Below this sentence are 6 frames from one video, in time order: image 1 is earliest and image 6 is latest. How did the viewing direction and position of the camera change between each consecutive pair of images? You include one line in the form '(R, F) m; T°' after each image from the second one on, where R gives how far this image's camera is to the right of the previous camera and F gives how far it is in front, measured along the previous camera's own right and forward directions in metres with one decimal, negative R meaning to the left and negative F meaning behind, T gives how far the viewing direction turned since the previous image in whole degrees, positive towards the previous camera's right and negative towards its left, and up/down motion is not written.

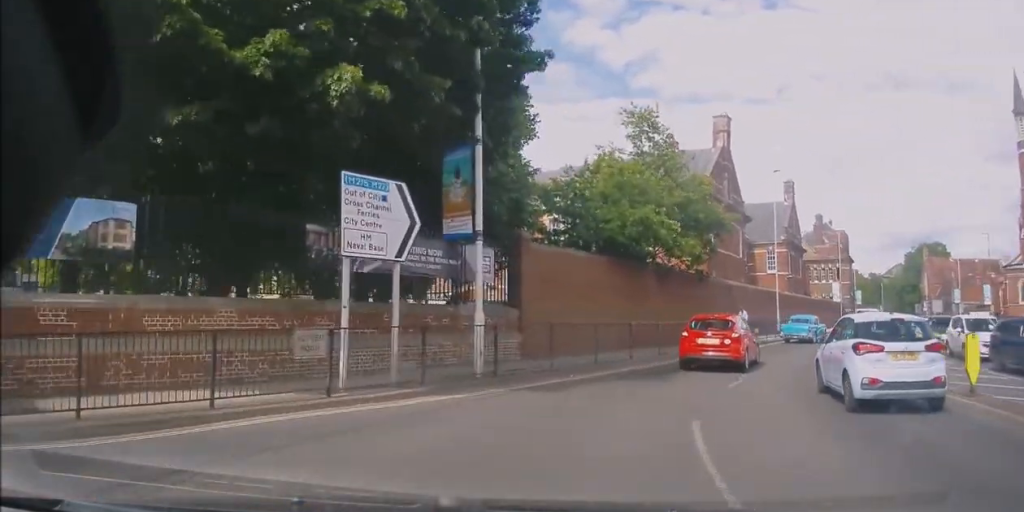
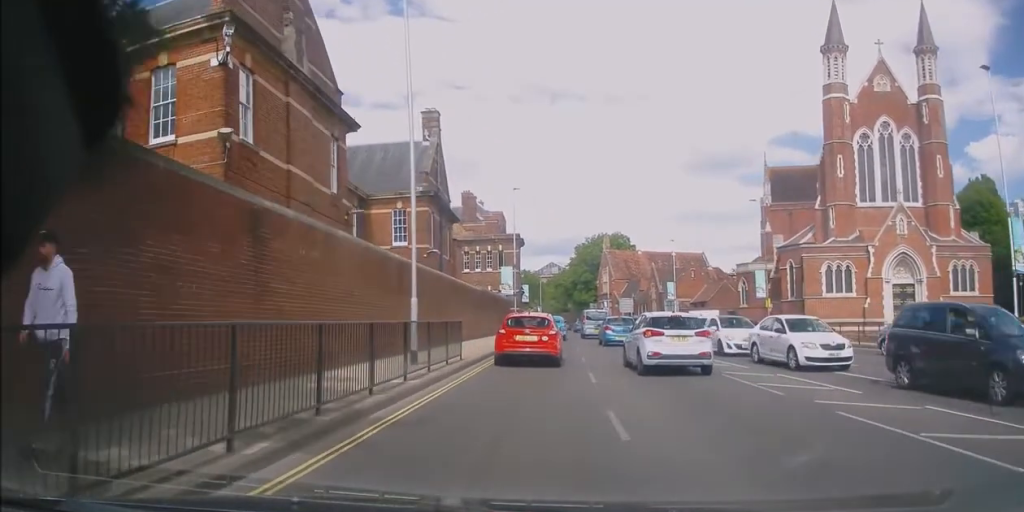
(+7.2, +22.6) m; +33°
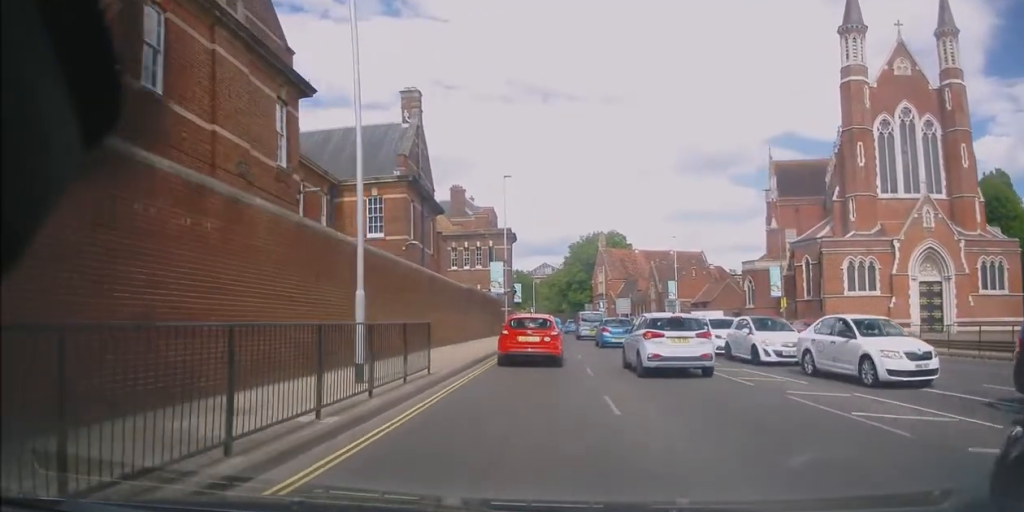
(+0.1, +4.2) m; +3°
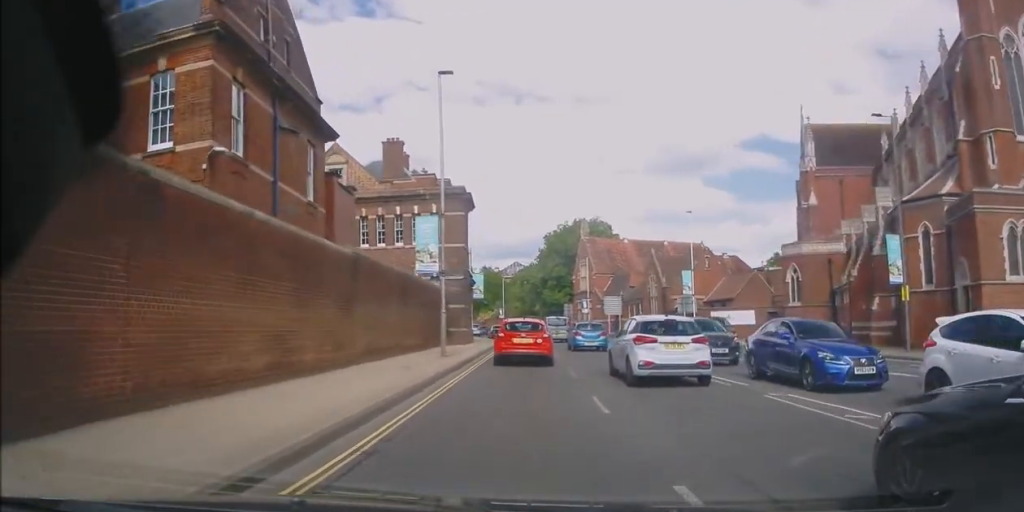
(+1.4, +17.1) m; +6°
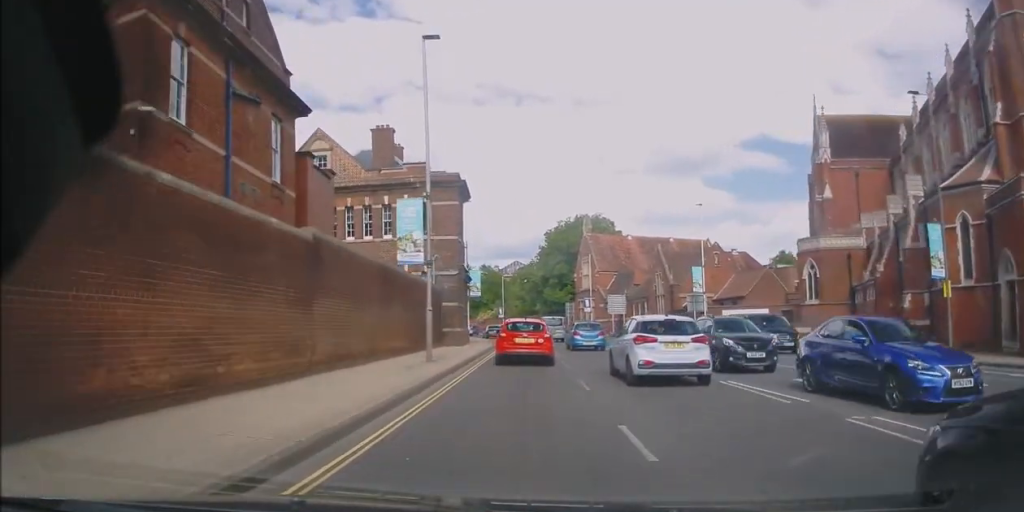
(0.0, +3.0) m; 0°
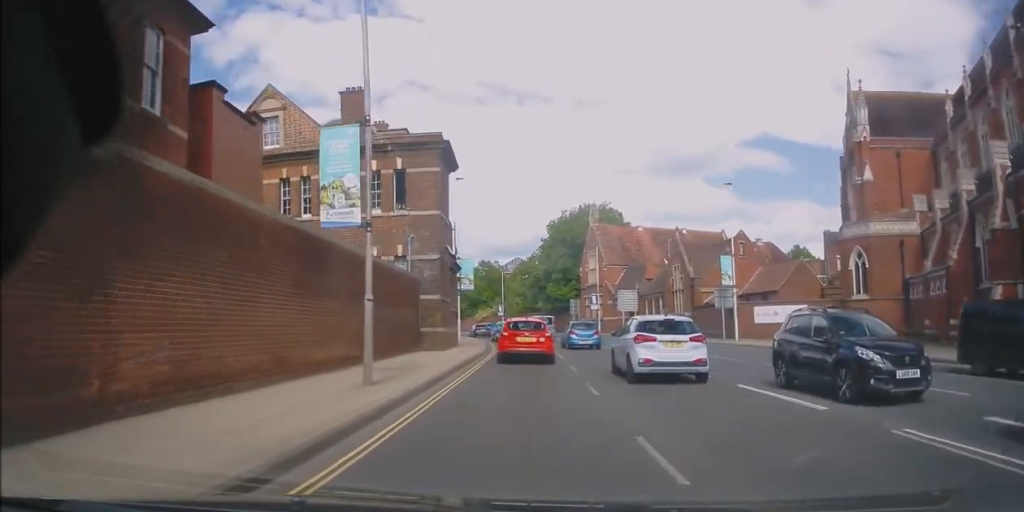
(0.0, +6.7) m; 0°
